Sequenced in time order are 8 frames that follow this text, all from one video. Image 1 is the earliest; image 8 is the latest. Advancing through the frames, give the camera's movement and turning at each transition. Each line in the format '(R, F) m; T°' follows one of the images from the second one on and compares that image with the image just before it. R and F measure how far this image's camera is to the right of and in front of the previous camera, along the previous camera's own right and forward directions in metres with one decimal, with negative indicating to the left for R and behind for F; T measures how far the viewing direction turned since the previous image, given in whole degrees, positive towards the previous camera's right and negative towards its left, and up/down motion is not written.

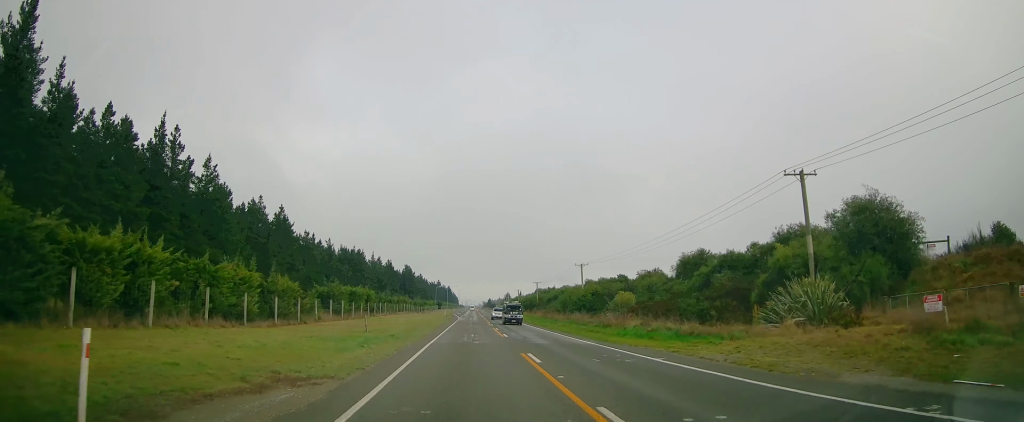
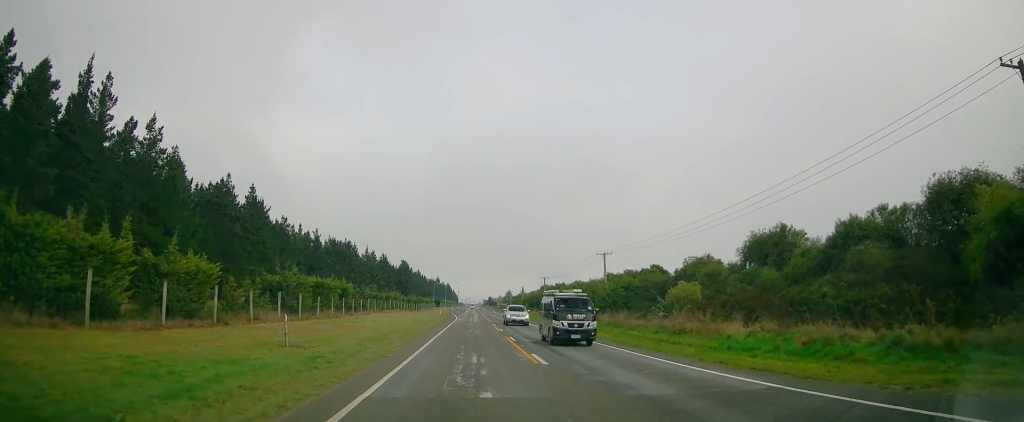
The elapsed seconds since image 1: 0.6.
(+0.2, +15.1) m; 0°
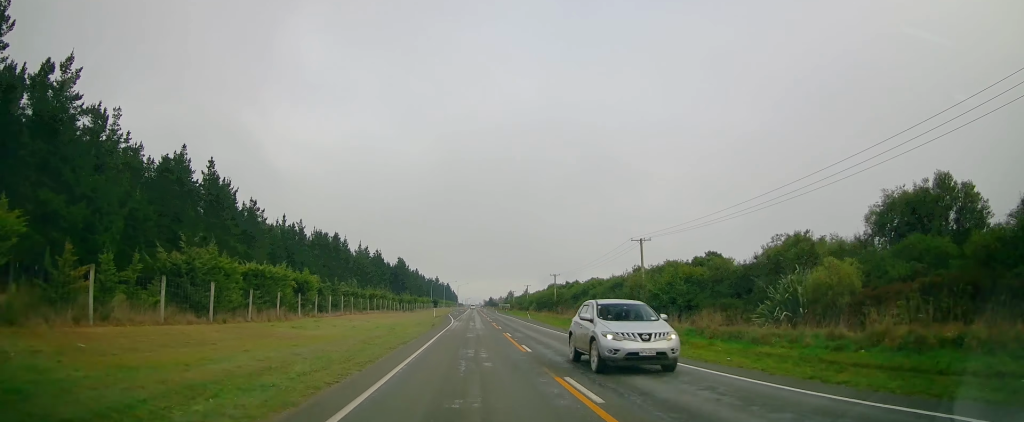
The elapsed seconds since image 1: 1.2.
(+0.1, +15.9) m; 0°
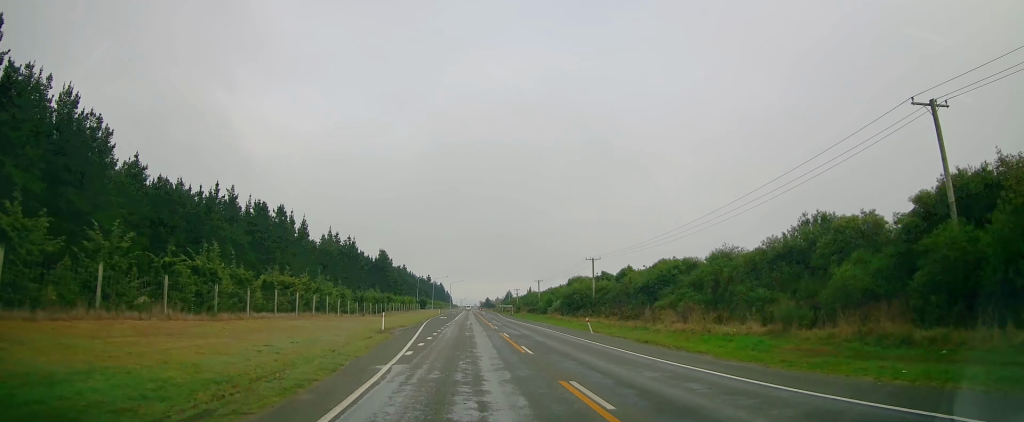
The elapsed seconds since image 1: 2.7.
(-0.4, +40.4) m; 0°
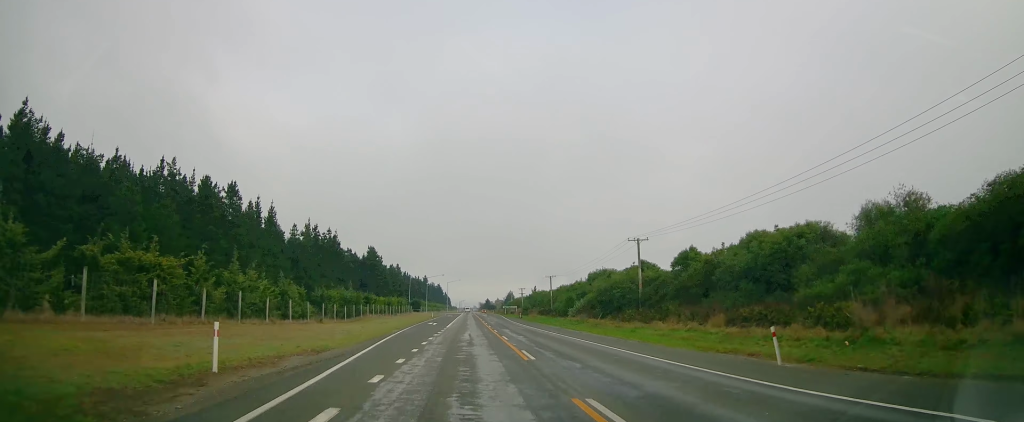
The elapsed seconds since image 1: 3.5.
(+0.2, +22.1) m; 0°
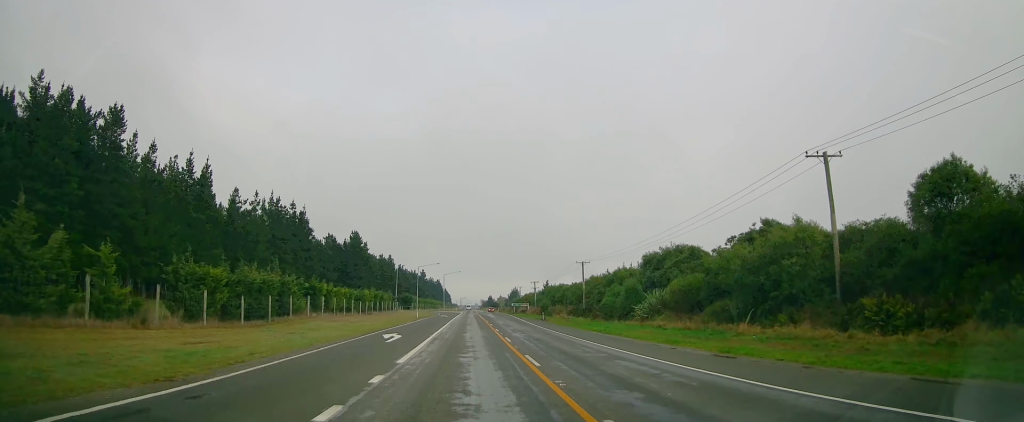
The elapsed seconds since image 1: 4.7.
(-0.2, +32.0) m; 0°
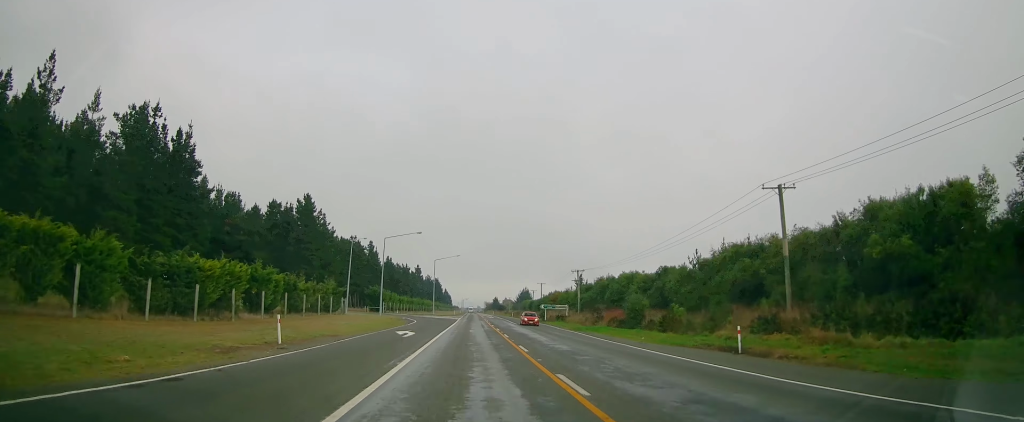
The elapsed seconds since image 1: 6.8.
(+0.7, +55.0) m; 0°
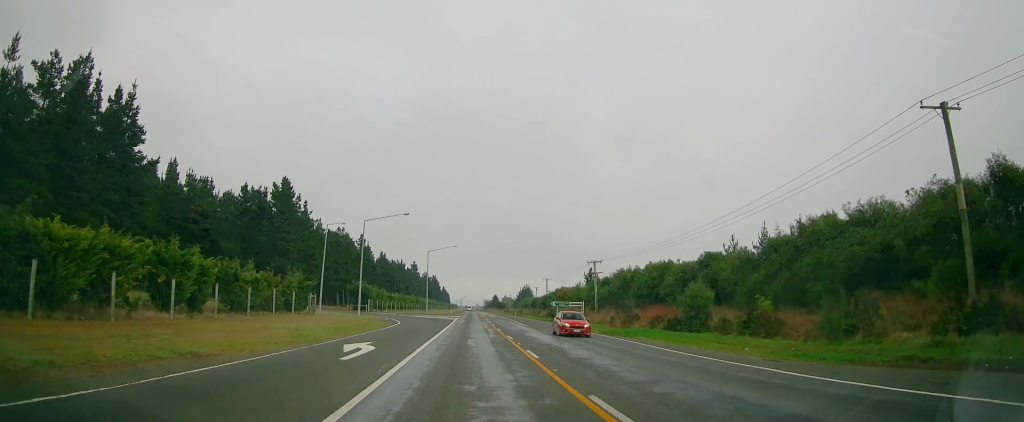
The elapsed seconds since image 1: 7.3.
(-0.2, +13.2) m; 0°
